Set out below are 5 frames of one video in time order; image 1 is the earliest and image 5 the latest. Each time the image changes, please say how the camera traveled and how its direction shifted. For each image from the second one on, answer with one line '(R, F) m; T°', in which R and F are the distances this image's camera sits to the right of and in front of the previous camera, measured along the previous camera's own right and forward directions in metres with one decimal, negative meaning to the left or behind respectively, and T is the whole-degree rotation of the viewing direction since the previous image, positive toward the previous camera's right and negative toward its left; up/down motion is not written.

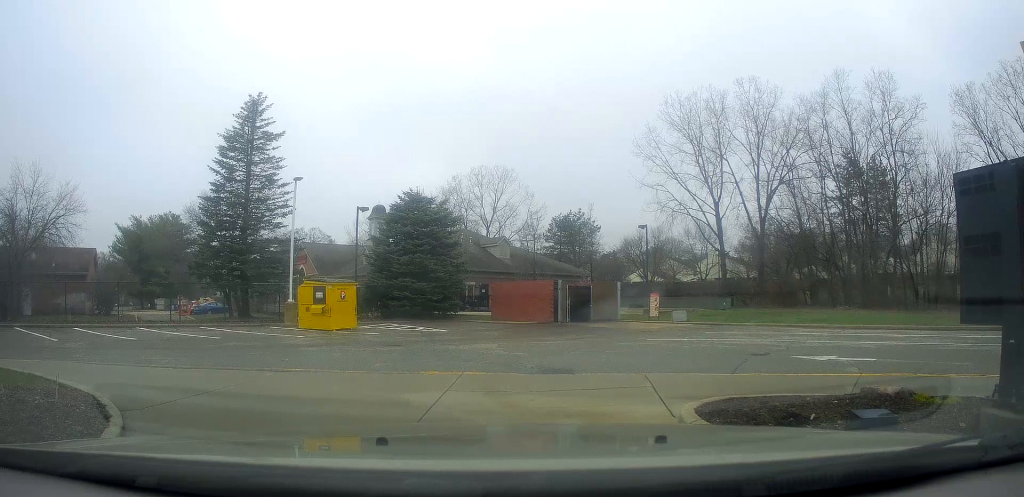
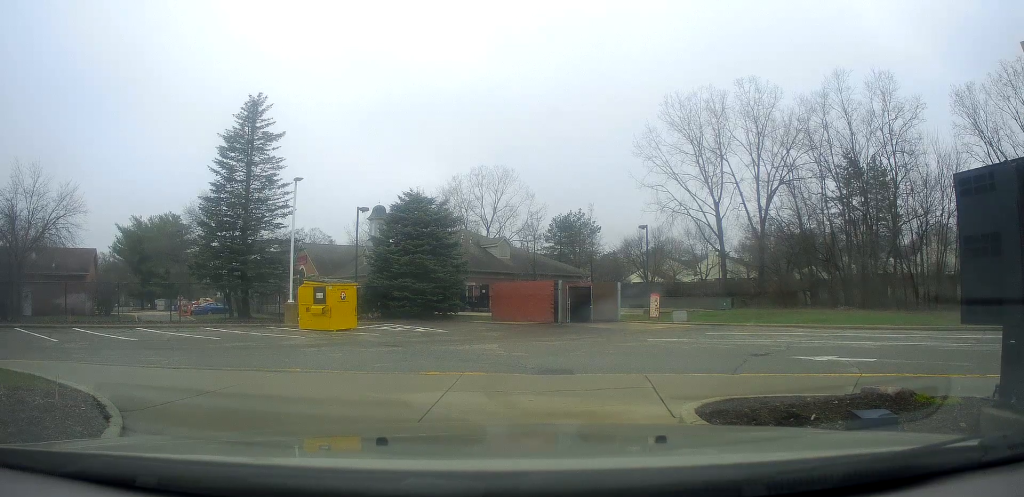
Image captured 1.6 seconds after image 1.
(0.0, 0.0) m; 0°
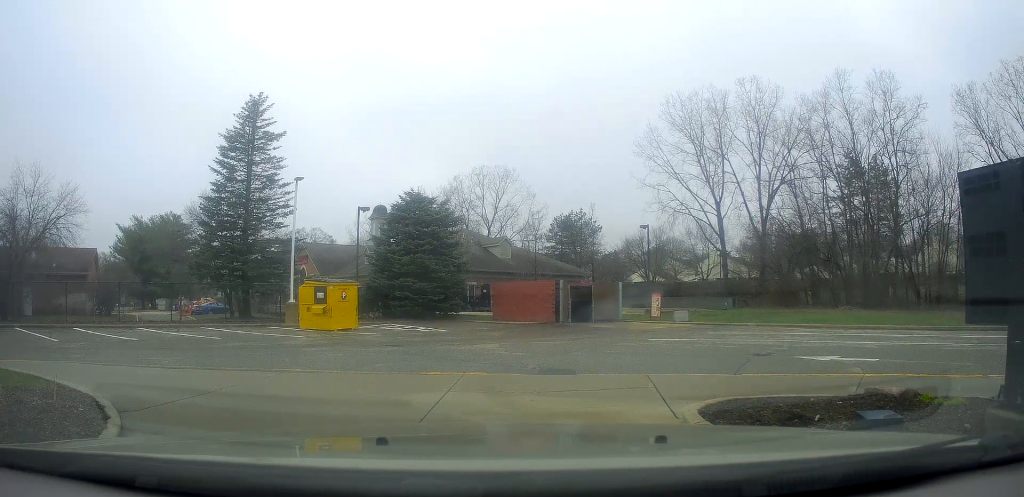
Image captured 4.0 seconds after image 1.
(0.0, 0.0) m; 0°
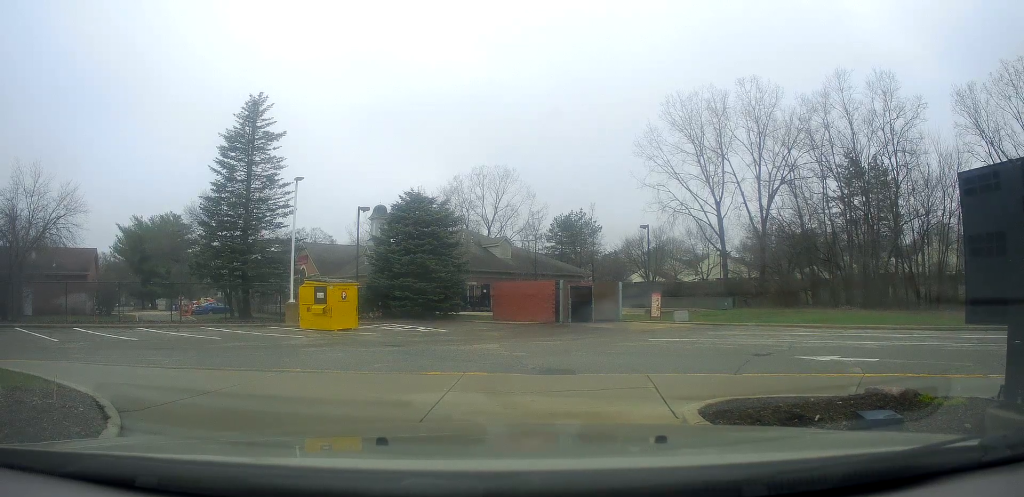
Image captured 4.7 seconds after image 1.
(0.0, 0.0) m; 0°
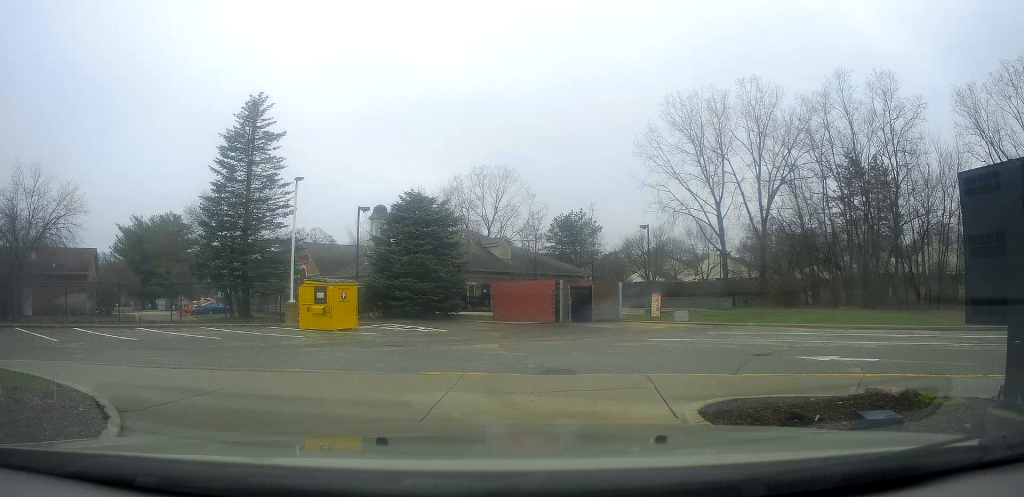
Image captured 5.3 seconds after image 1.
(0.0, 0.0) m; 0°
